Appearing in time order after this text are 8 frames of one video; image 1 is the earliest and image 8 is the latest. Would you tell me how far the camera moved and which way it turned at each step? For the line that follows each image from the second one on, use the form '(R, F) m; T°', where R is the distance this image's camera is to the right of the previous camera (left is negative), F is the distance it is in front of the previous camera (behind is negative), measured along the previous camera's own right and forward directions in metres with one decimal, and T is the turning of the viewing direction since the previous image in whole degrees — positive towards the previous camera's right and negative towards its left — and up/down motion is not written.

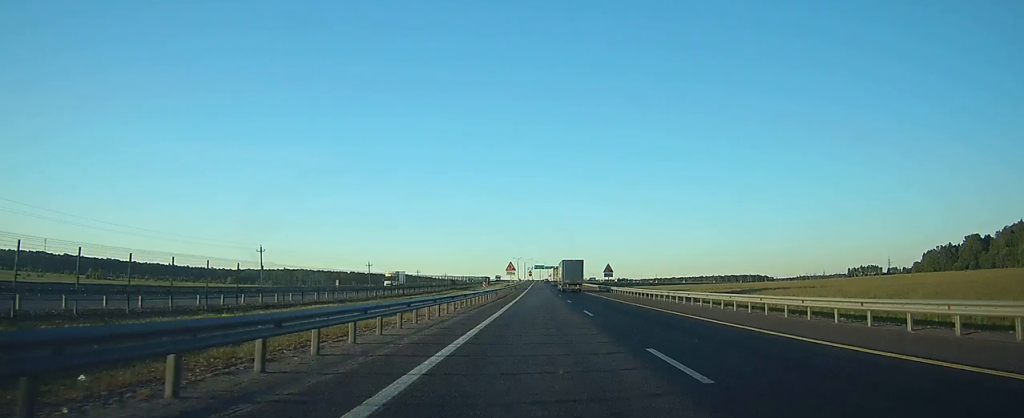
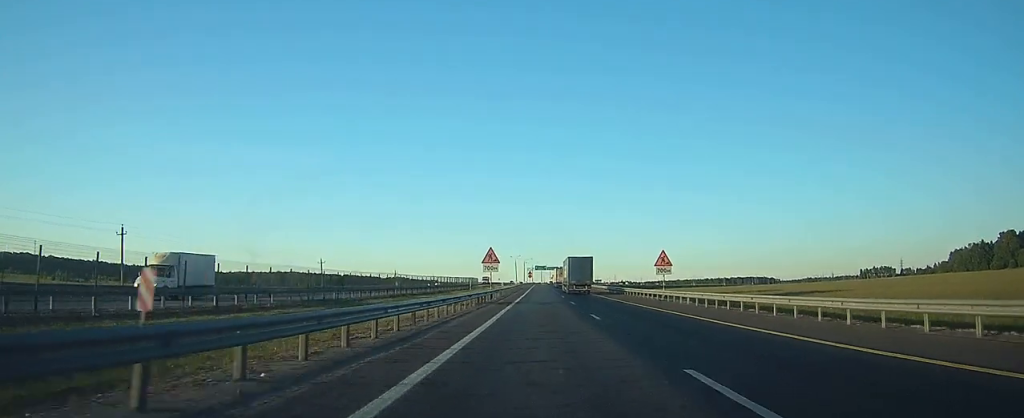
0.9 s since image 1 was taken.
(0.0, +34.5) m; 0°
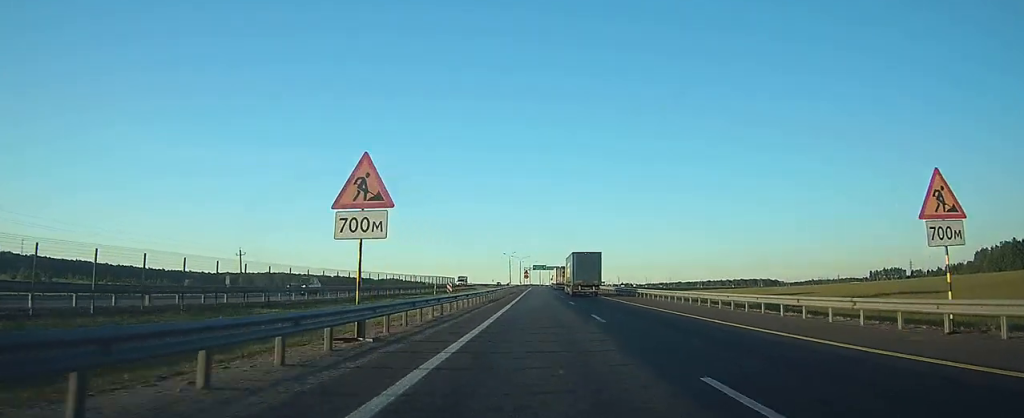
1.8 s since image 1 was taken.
(0.0, +32.9) m; 0°
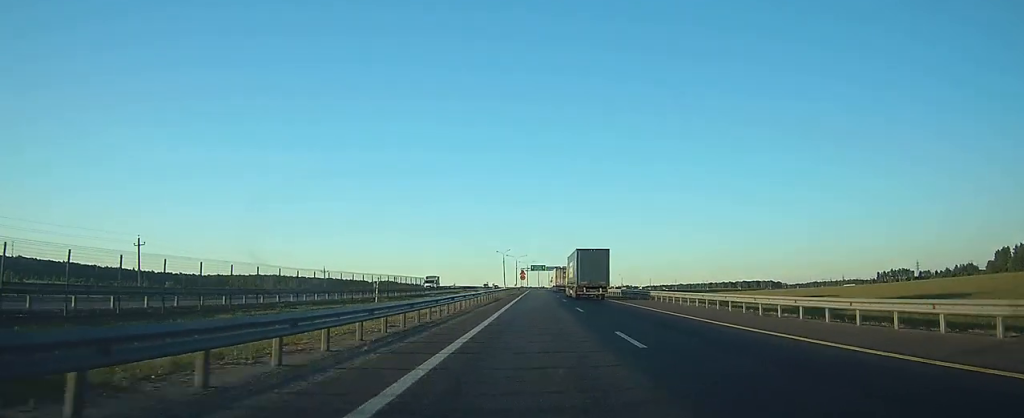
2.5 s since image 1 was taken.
(0.0, +24.1) m; 0°
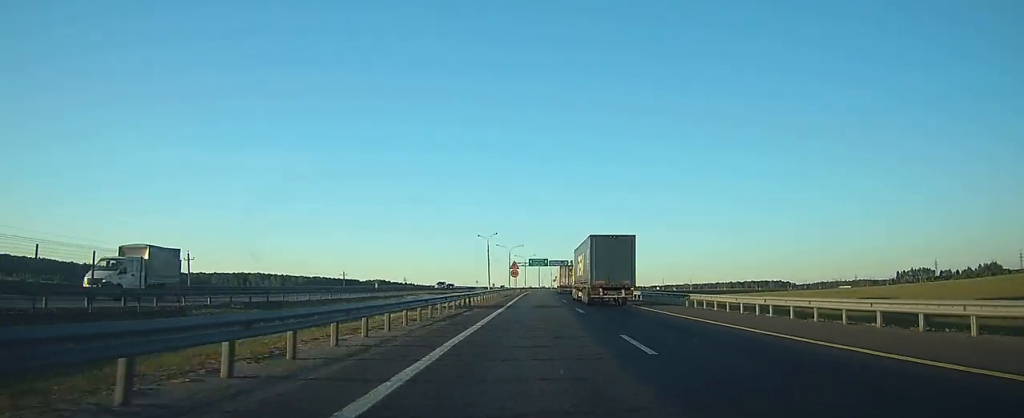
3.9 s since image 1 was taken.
(-0.1, +49.4) m; 0°
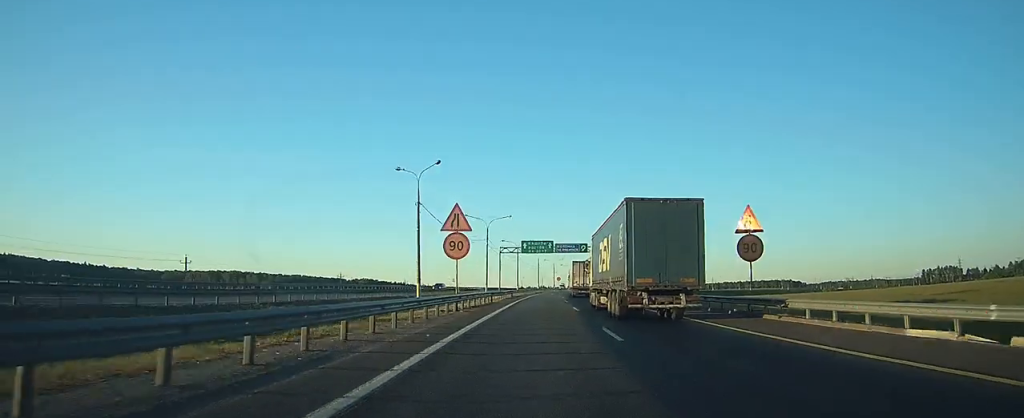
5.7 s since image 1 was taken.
(+0.3, +61.7) m; 0°
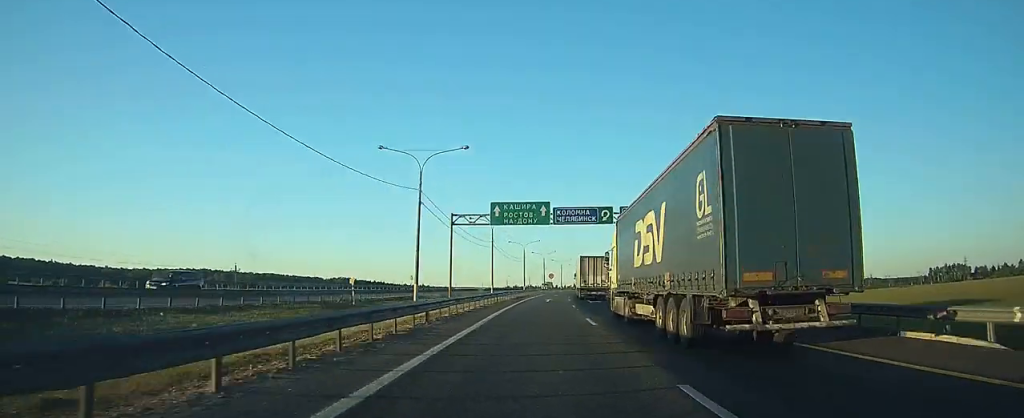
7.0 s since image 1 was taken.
(+0.2, +42.3) m; +1°
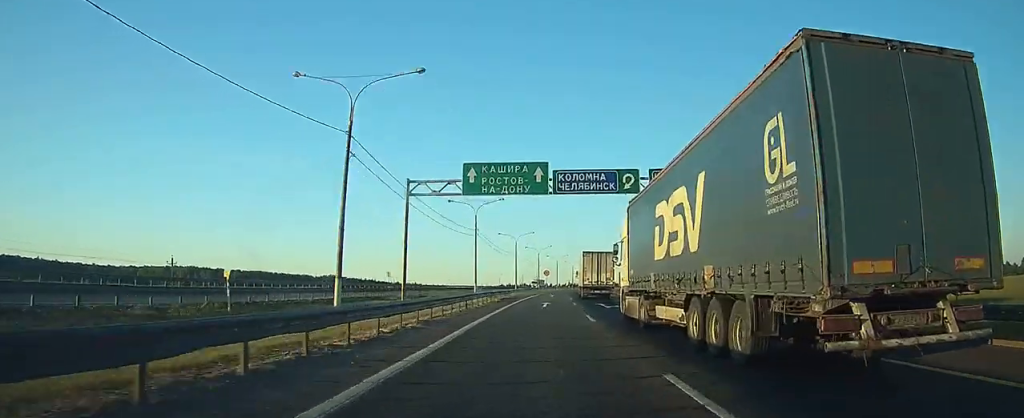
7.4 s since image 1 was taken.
(0.0, +15.5) m; 0°
